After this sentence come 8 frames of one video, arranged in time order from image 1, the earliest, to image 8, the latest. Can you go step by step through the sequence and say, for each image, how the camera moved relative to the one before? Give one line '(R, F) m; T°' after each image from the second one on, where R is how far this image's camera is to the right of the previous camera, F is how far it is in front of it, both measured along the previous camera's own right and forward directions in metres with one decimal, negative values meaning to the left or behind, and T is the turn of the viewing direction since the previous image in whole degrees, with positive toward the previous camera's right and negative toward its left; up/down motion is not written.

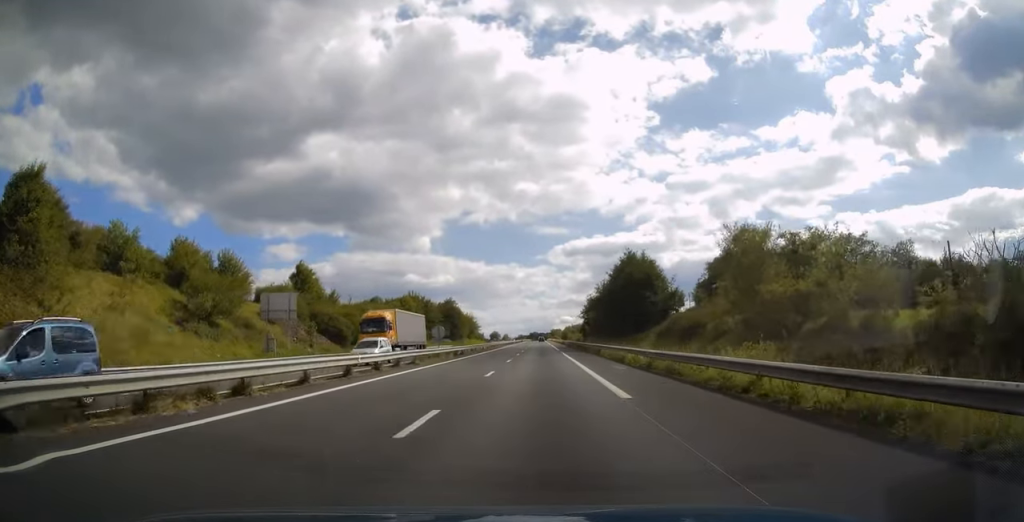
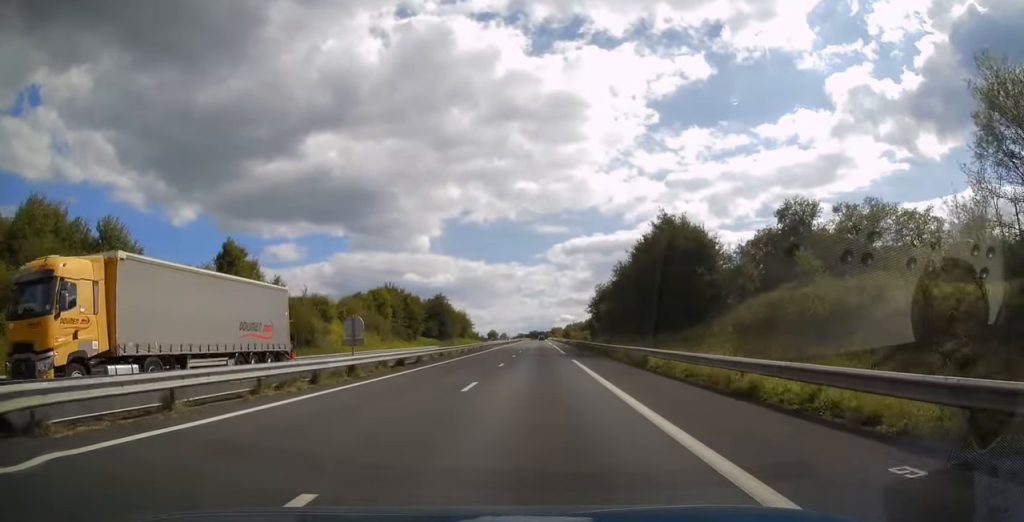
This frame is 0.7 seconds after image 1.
(0.0, +19.0) m; 0°
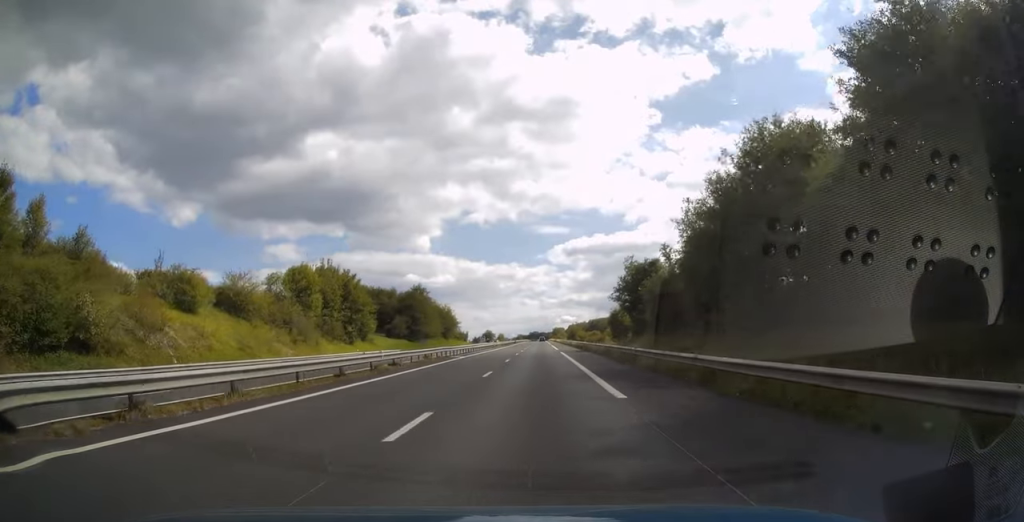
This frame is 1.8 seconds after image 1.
(+0.1, +33.2) m; 0°
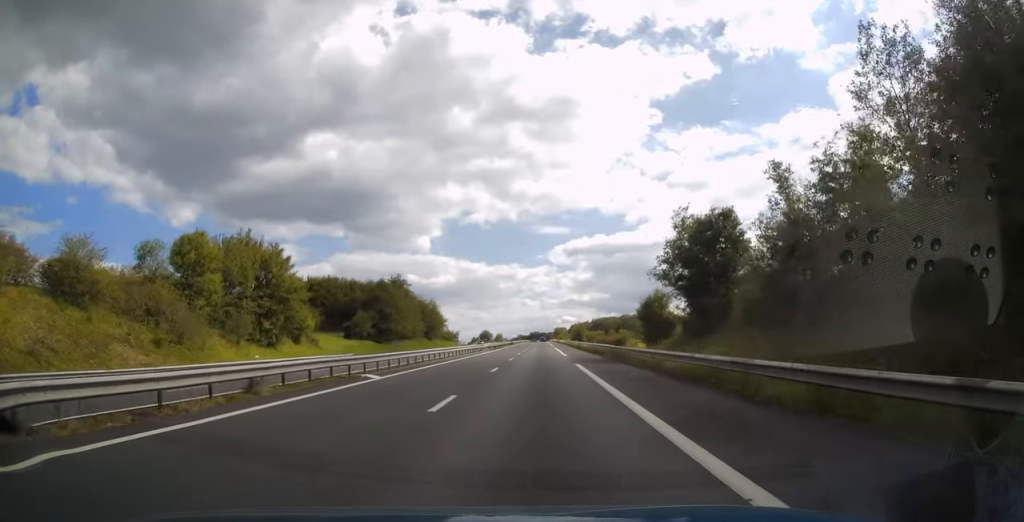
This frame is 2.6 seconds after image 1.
(0.0, +23.0) m; 0°
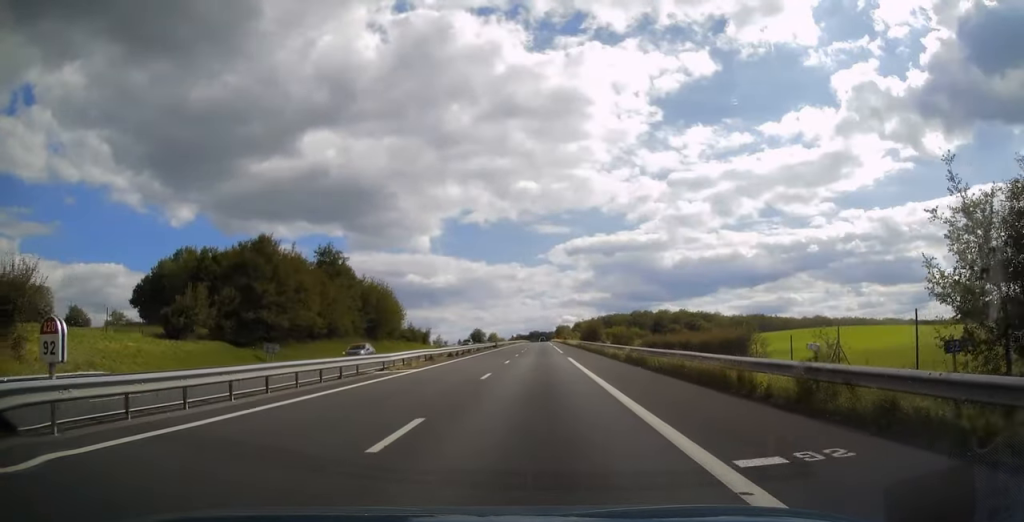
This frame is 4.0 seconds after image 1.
(-0.1, +42.9) m; 0°
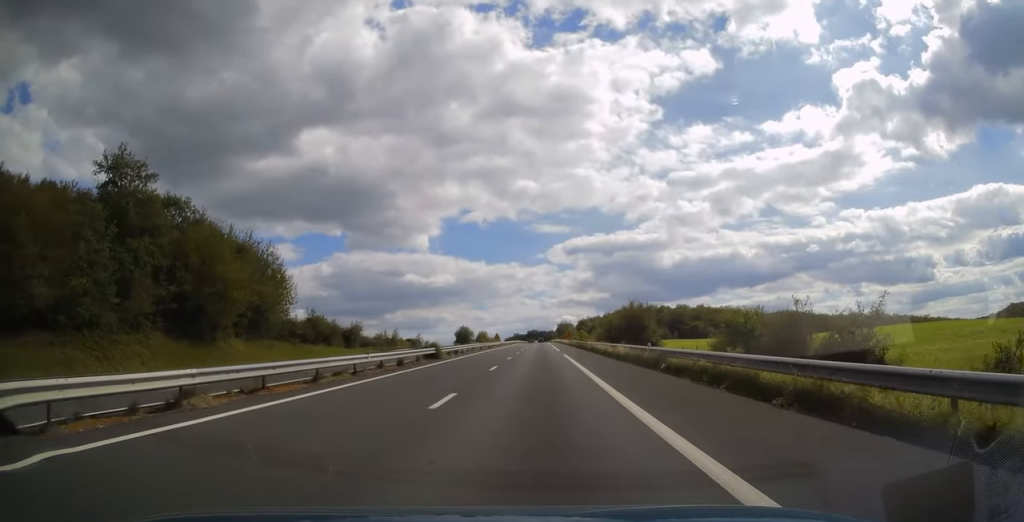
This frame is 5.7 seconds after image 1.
(0.0, +47.9) m; 0°
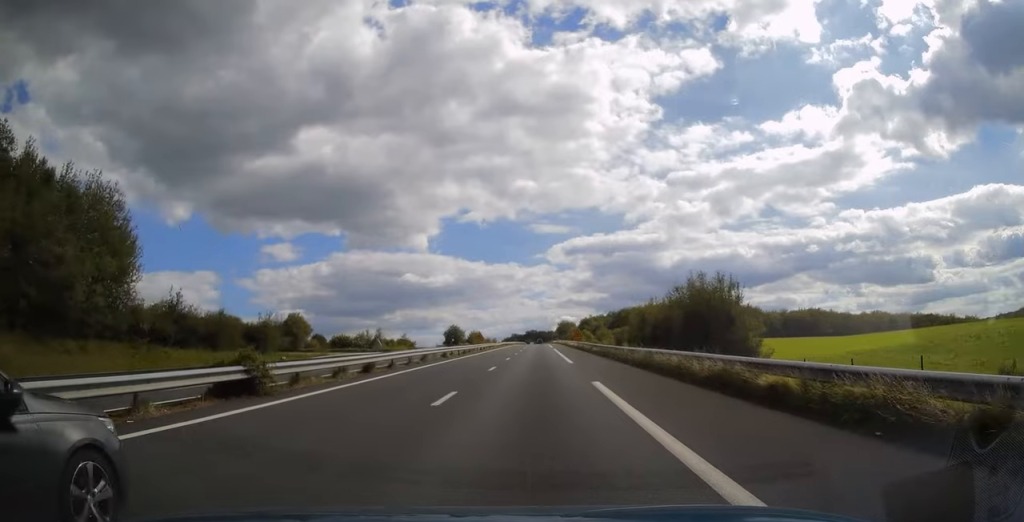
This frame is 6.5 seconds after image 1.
(+0.1, +25.4) m; 0°
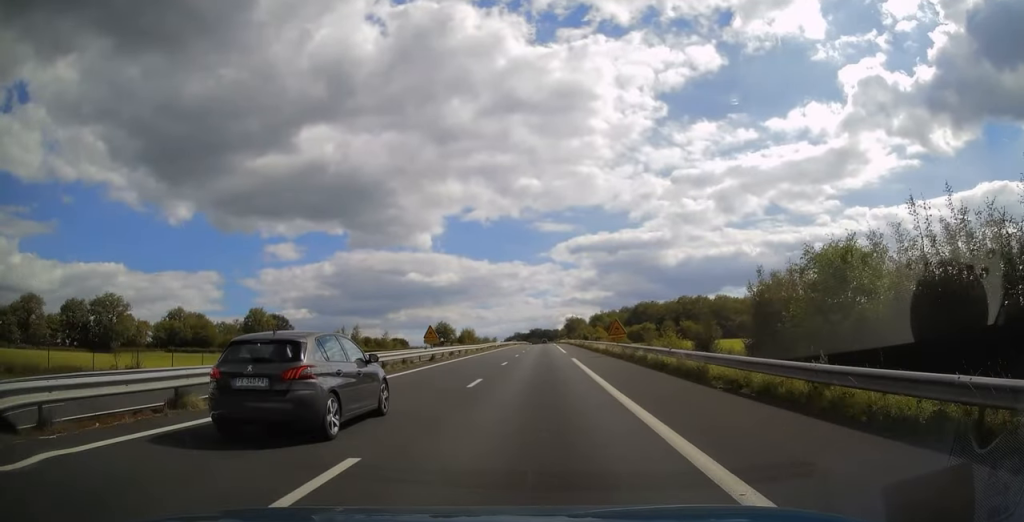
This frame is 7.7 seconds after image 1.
(-0.2, +34.7) m; 0°
